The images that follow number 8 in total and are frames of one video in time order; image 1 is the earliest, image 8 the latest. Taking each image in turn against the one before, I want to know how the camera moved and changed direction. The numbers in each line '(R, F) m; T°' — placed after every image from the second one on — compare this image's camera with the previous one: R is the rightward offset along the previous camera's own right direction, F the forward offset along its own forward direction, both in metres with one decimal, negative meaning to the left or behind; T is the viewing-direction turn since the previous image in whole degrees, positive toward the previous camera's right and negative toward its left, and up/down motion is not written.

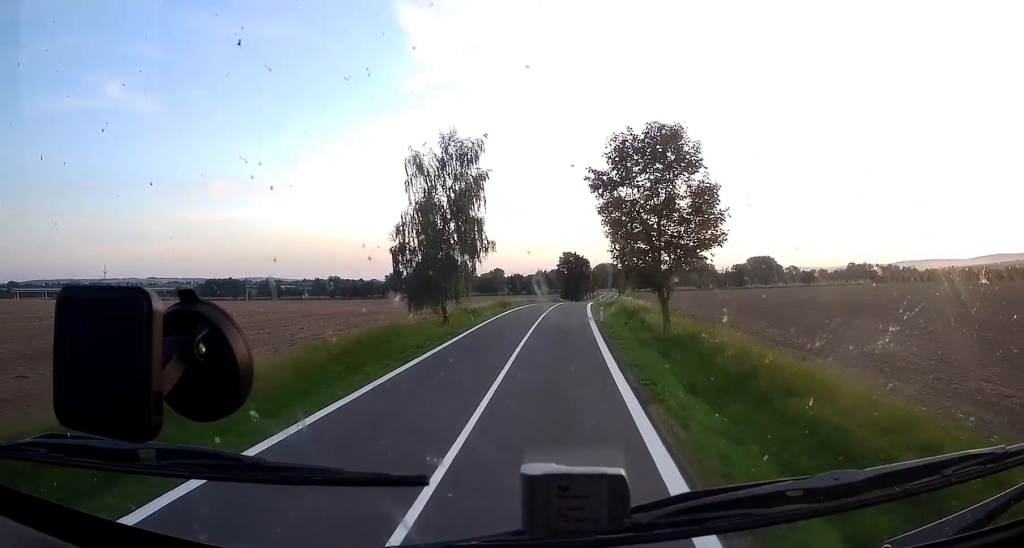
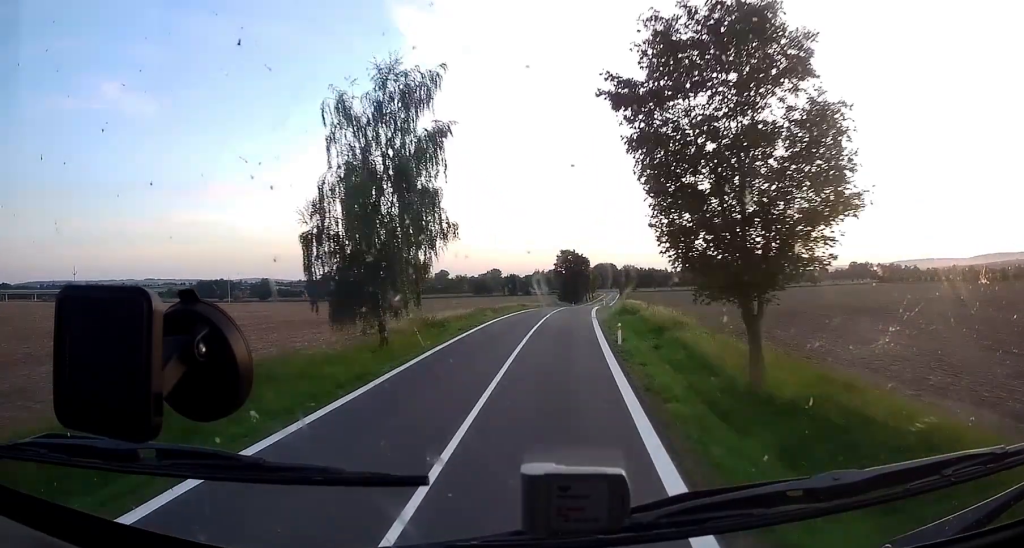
(-0.2, +12.9) m; 0°
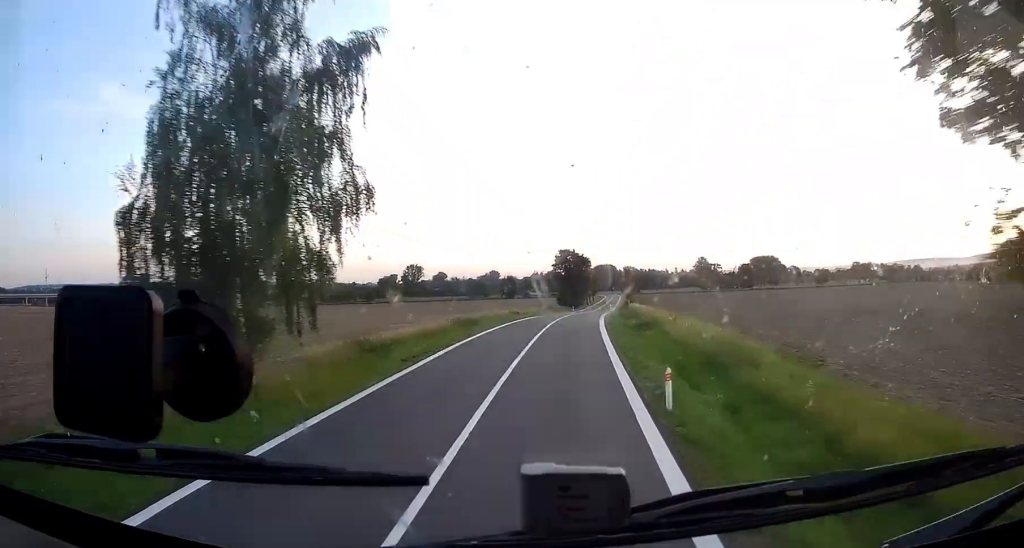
(0.0, +11.3) m; +1°
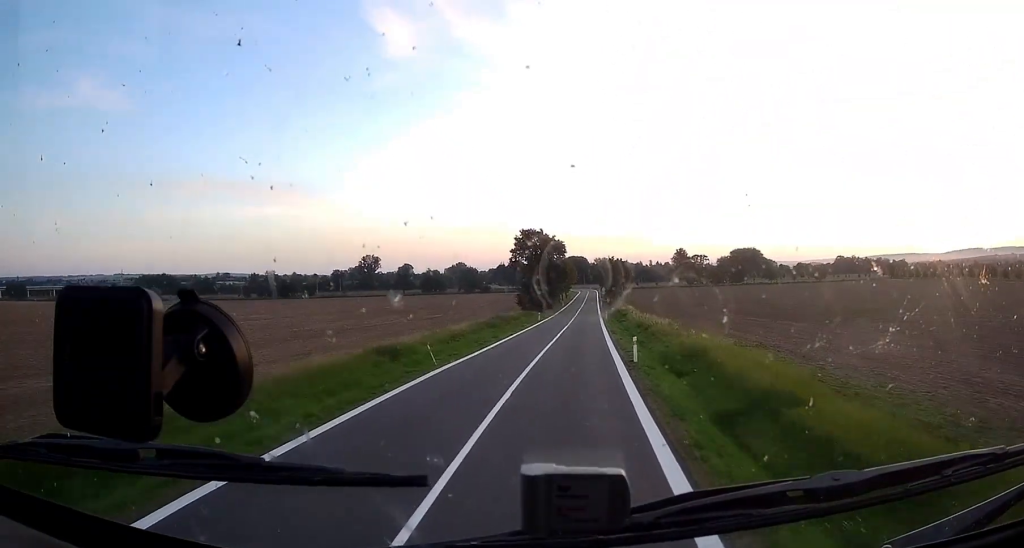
(+1.1, +38.8) m; +3°
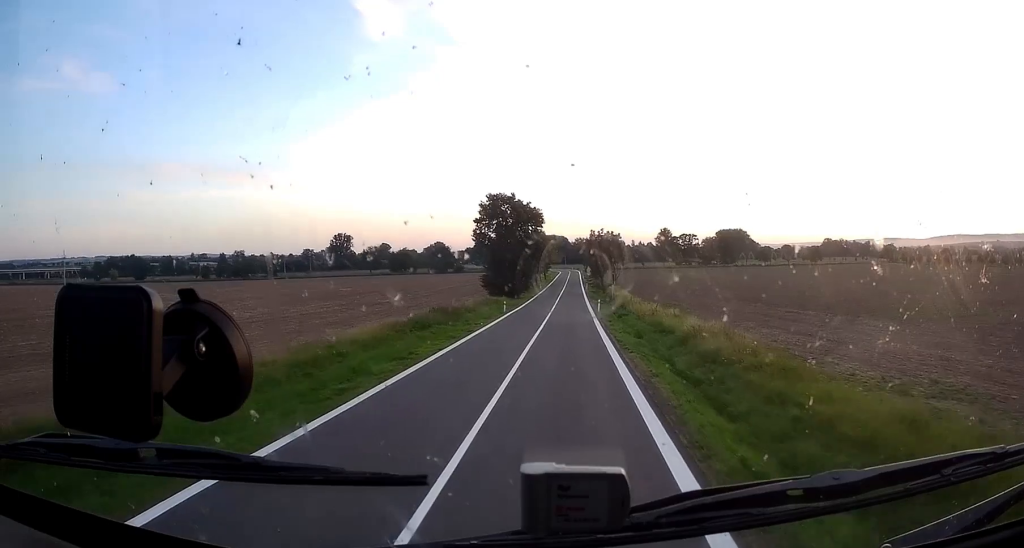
(+0.4, +19.9) m; +2°
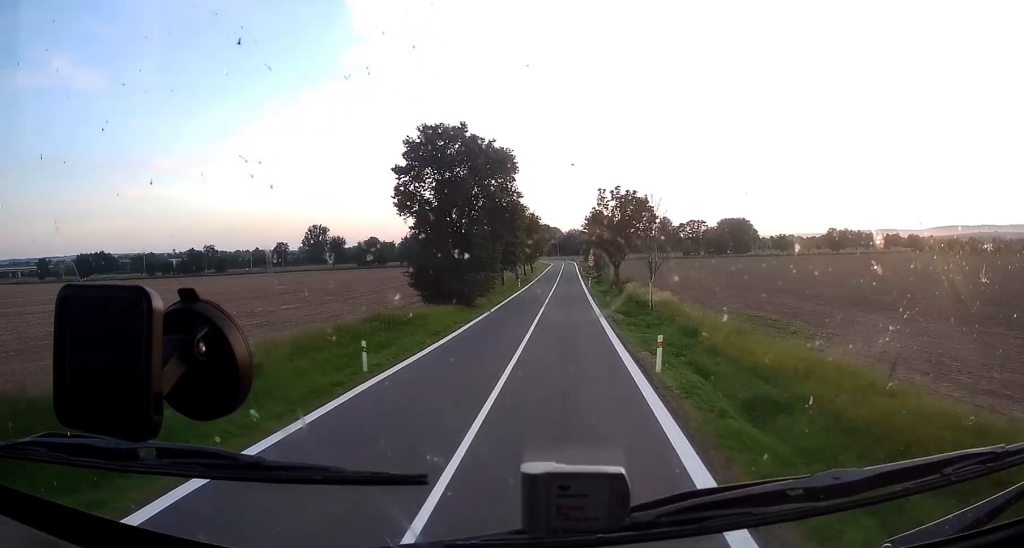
(-0.2, +34.1) m; -1°
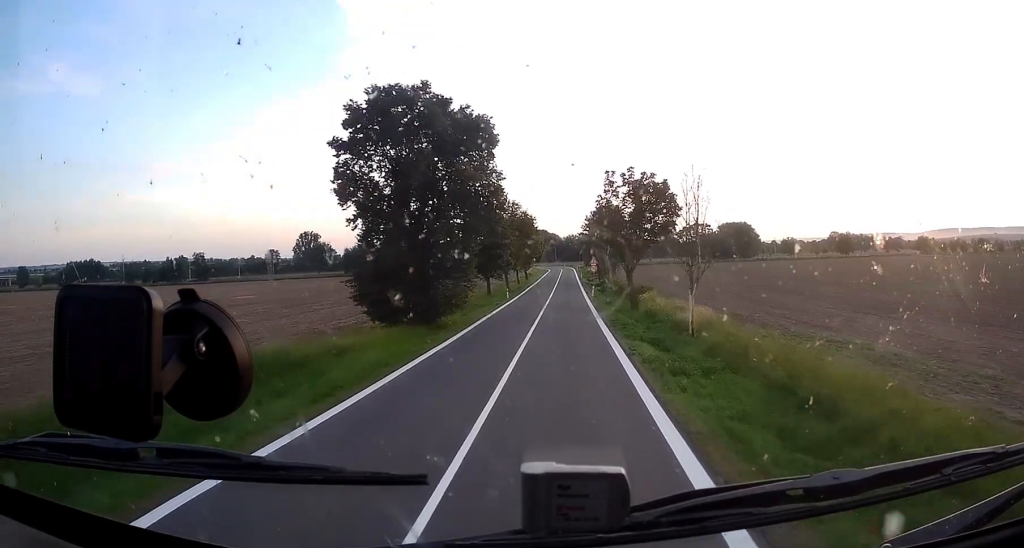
(+0.2, +12.0) m; +1°
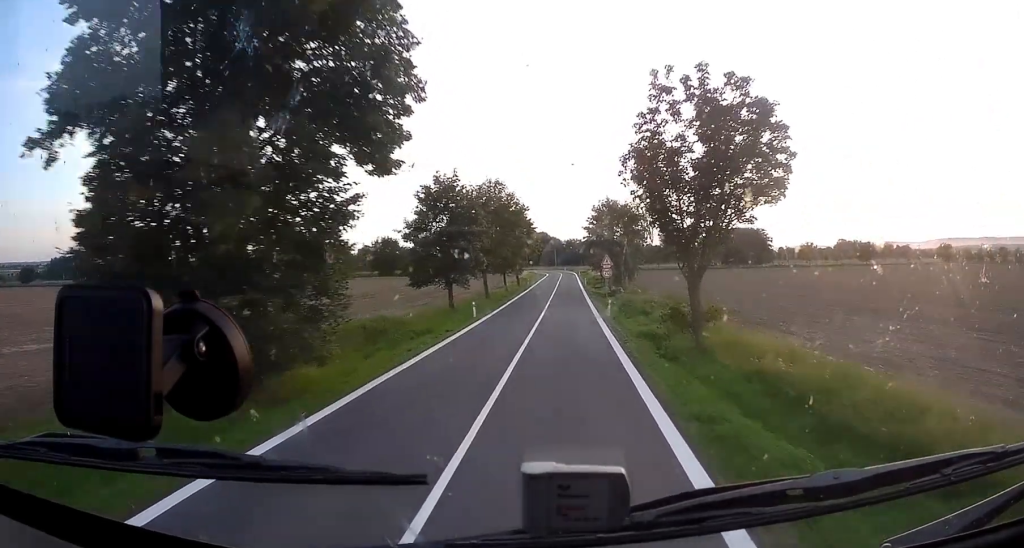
(+0.1, +20.8) m; -1°
